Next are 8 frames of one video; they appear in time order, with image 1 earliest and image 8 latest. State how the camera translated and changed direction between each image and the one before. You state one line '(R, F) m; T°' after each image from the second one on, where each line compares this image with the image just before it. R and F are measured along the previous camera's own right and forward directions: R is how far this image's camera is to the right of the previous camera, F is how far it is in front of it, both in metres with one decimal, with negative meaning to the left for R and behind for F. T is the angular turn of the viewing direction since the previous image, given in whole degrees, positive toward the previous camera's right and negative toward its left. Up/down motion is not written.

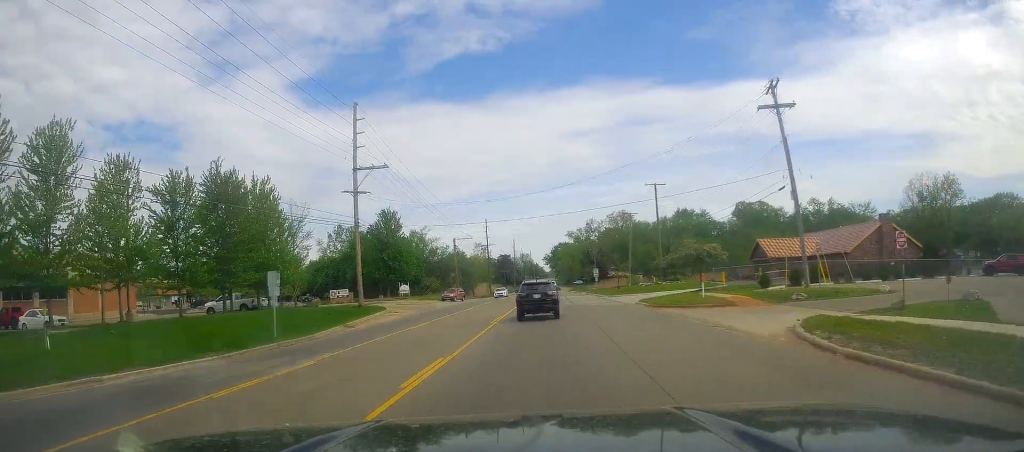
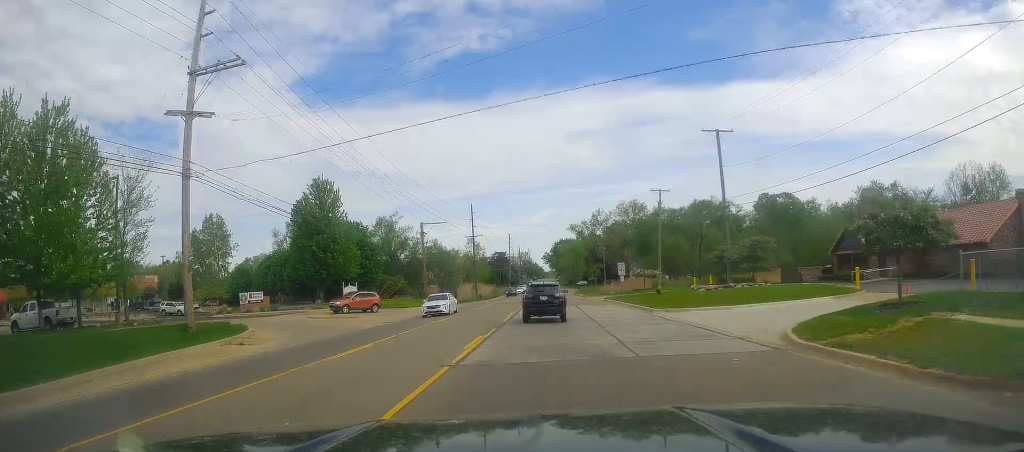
(0.0, +24.8) m; -1°
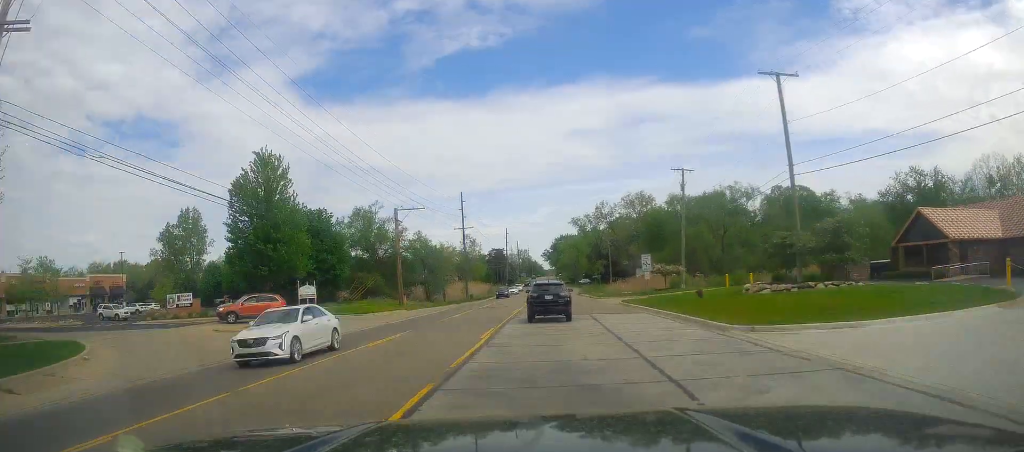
(-0.5, +12.1) m; 0°
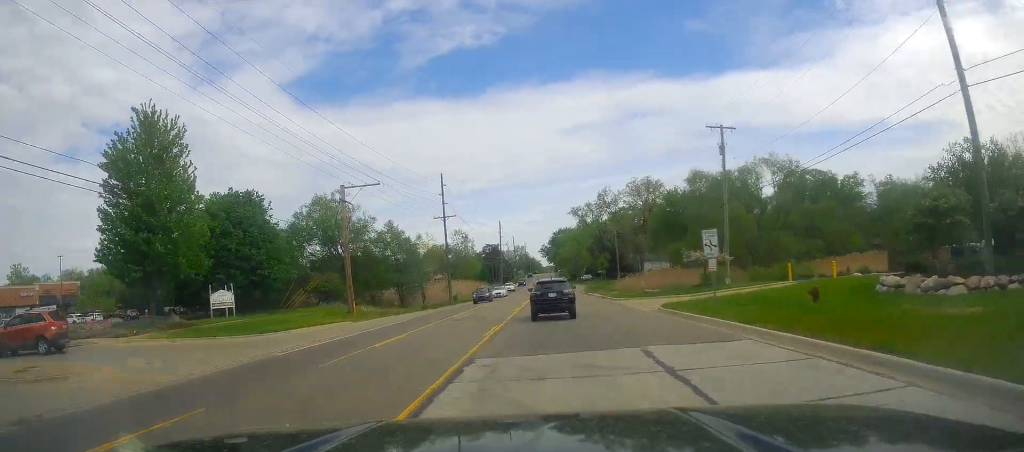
(+0.5, +15.1) m; 0°
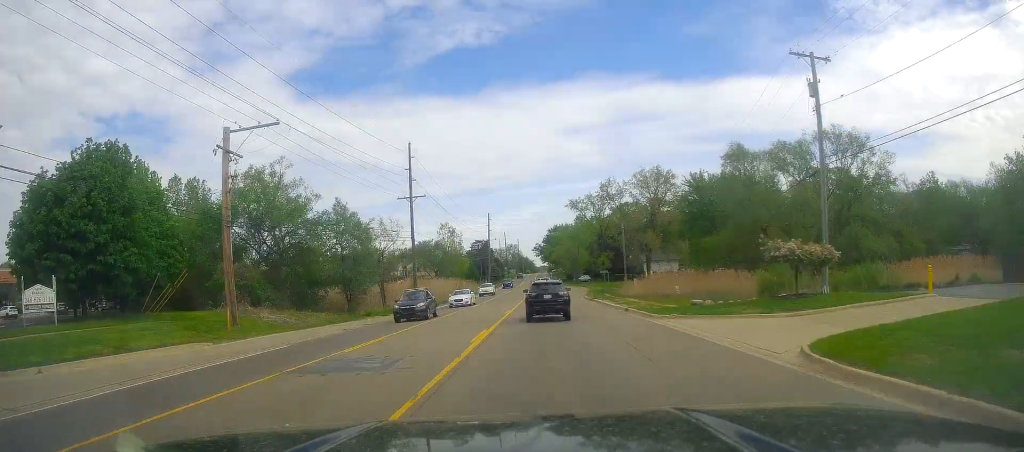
(-0.2, +17.2) m; 0°
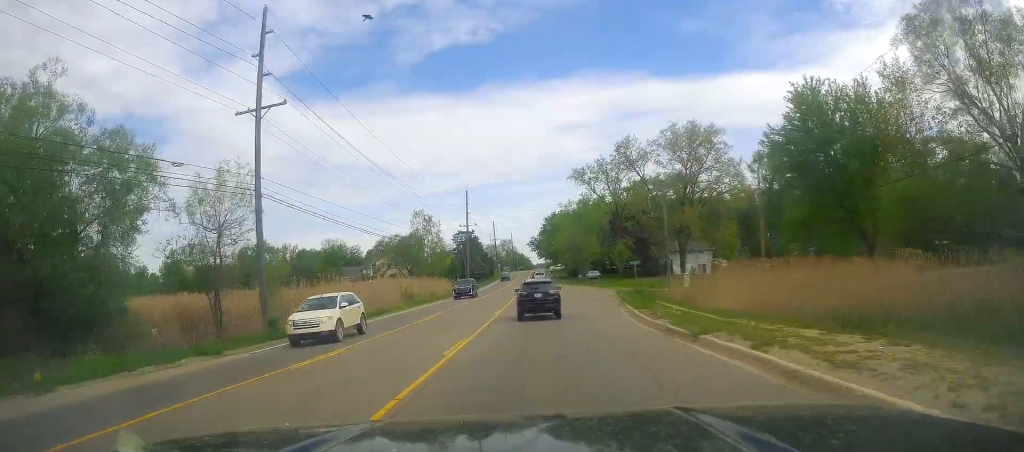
(+0.4, +33.6) m; +1°
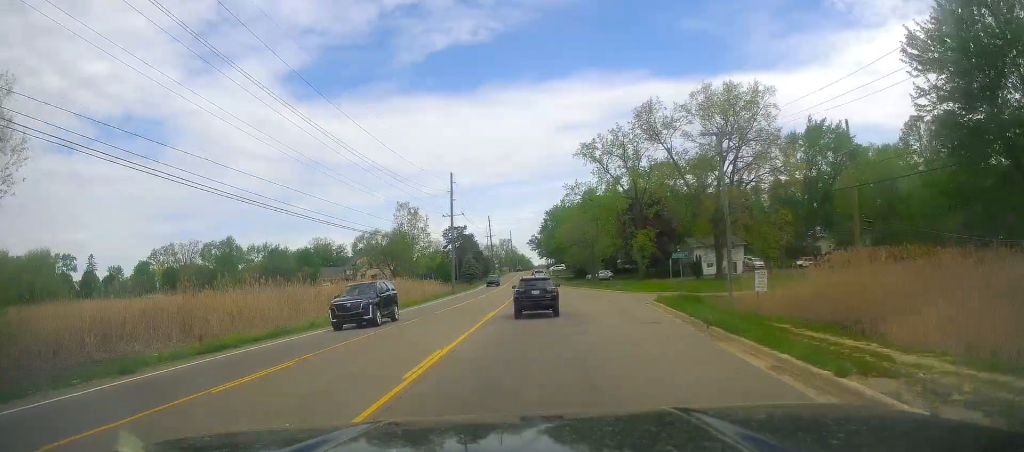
(-0.3, +18.5) m; 0°
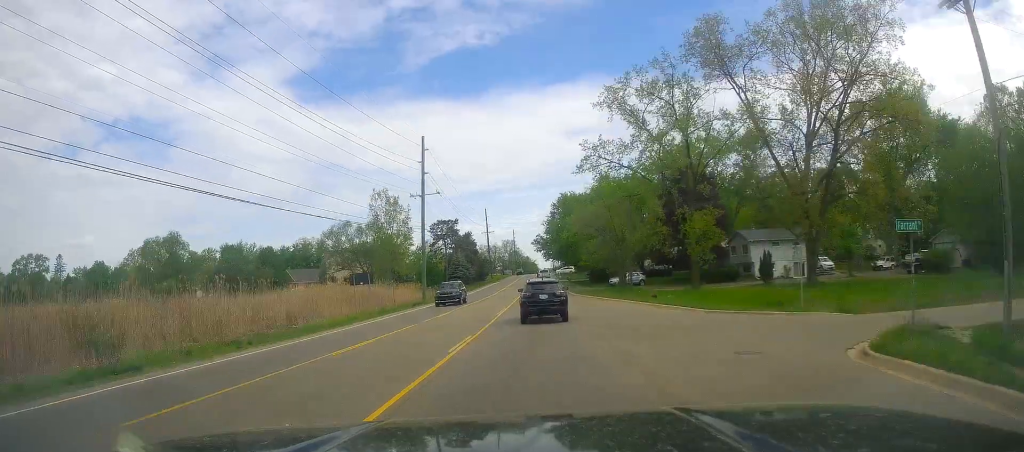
(+0.1, +25.0) m; -1°
